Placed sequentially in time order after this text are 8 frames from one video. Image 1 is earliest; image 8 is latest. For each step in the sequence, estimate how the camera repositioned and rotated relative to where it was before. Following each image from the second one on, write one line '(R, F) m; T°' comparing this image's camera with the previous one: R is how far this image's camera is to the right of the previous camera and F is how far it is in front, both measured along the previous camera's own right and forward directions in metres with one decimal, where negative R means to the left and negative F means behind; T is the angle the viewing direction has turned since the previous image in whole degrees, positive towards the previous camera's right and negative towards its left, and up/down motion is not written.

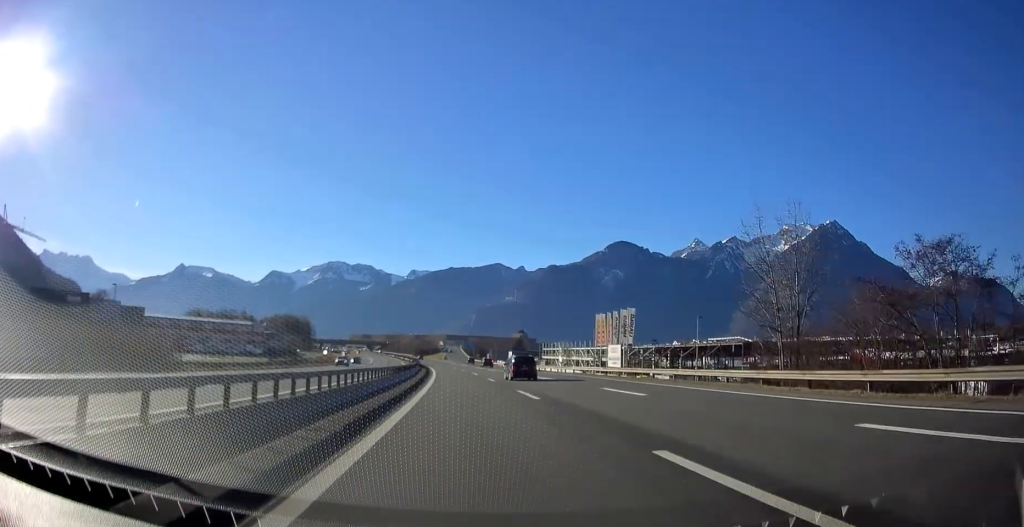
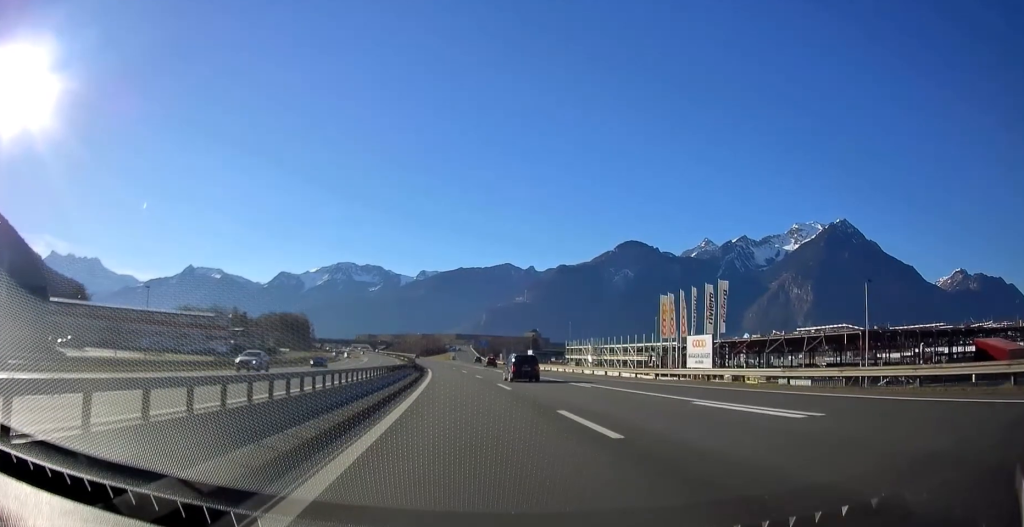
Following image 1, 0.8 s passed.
(-0.3, +28.4) m; -1°
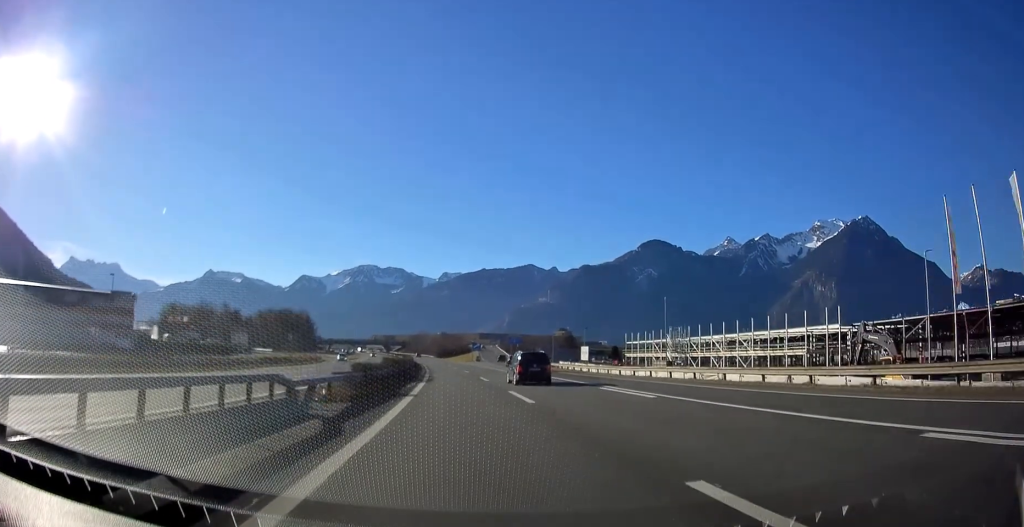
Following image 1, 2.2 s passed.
(-0.7, +46.3) m; -2°
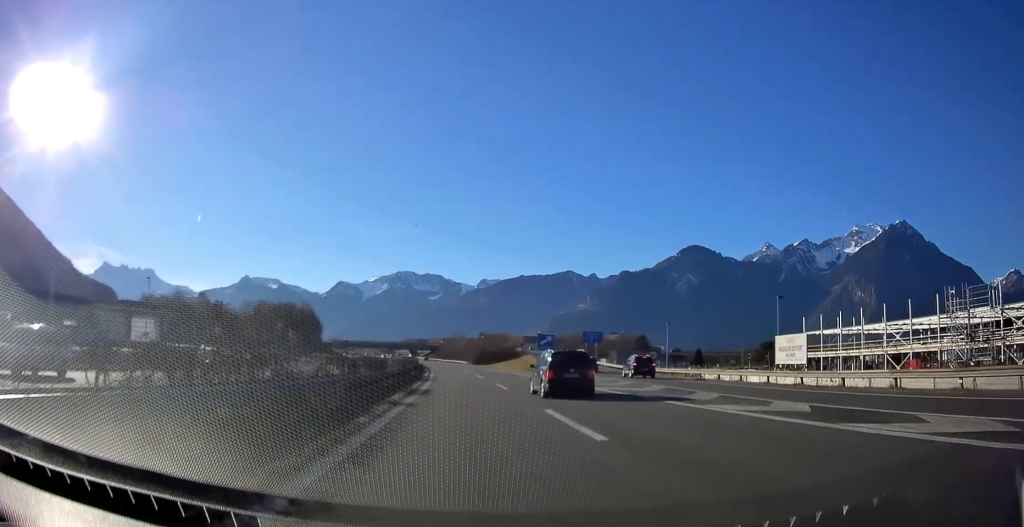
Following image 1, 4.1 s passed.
(-1.5, +64.0) m; -3°
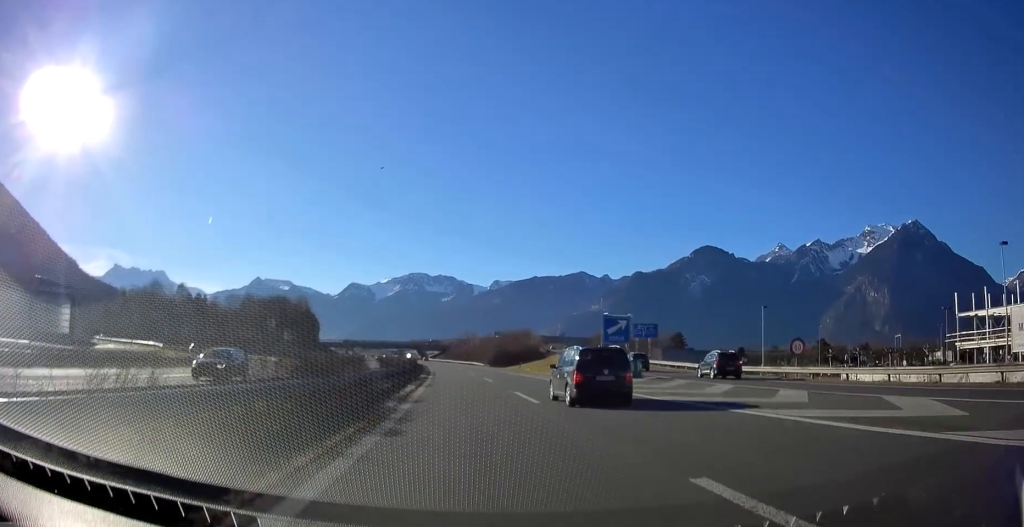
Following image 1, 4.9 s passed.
(-0.6, +28.1) m; -1°
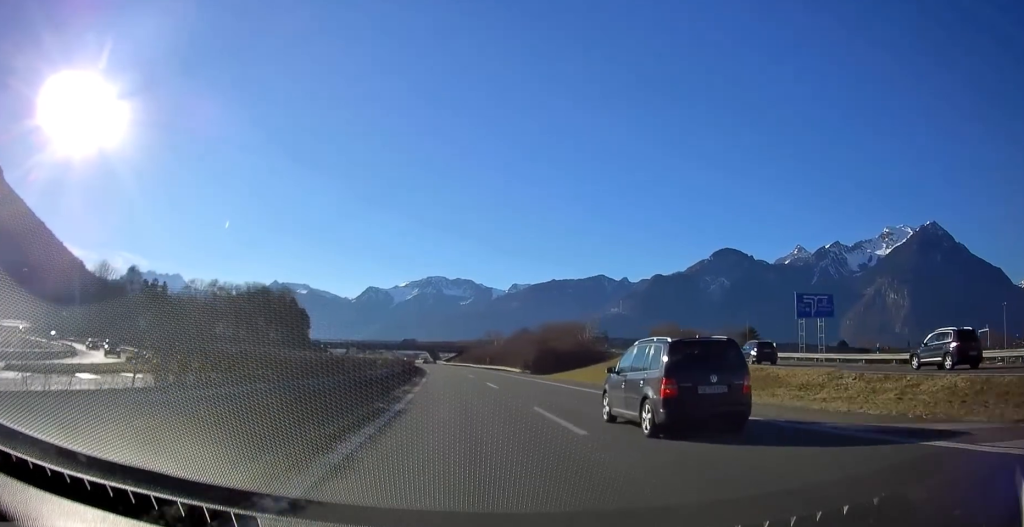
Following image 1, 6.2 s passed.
(-0.4, +43.8) m; -2°
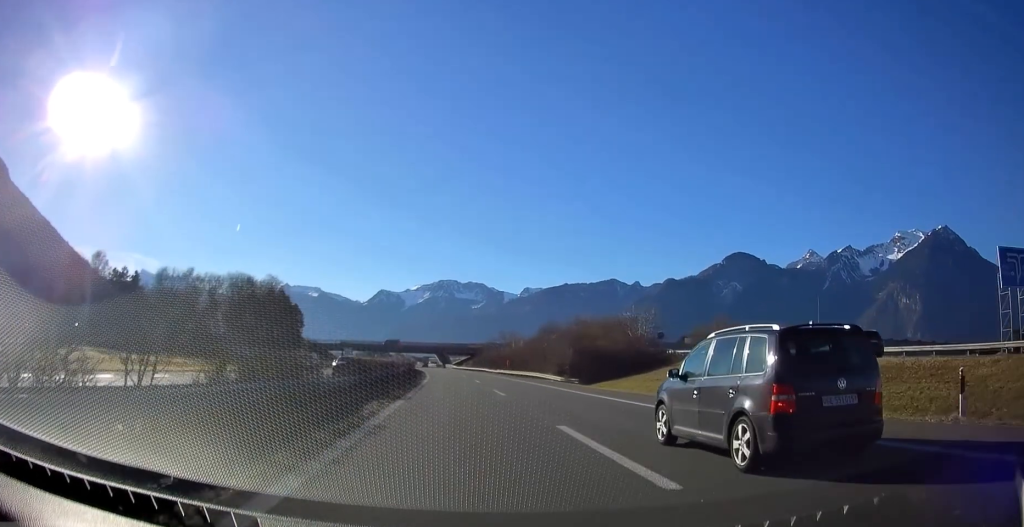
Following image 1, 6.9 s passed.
(-0.3, +23.6) m; -1°
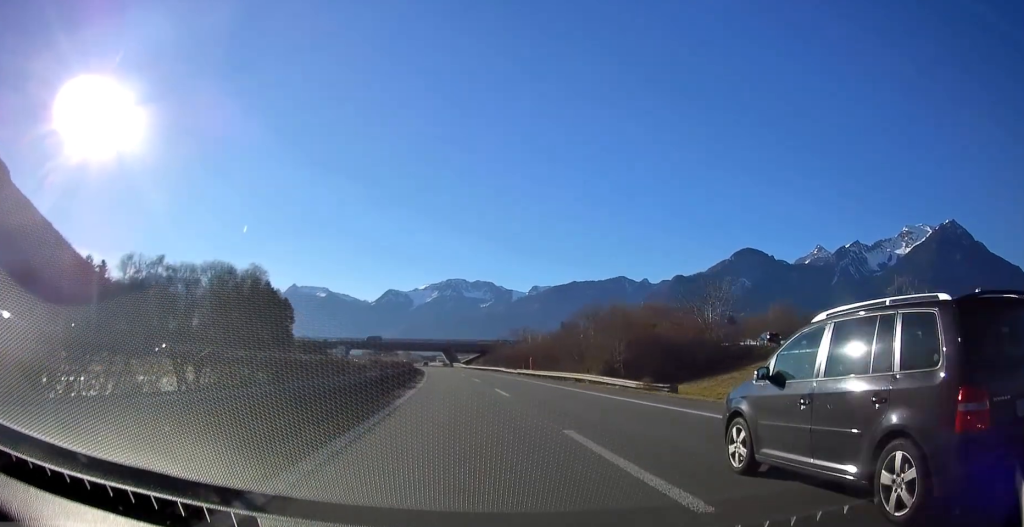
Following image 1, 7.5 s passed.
(-0.3, +20.3) m; -1°
